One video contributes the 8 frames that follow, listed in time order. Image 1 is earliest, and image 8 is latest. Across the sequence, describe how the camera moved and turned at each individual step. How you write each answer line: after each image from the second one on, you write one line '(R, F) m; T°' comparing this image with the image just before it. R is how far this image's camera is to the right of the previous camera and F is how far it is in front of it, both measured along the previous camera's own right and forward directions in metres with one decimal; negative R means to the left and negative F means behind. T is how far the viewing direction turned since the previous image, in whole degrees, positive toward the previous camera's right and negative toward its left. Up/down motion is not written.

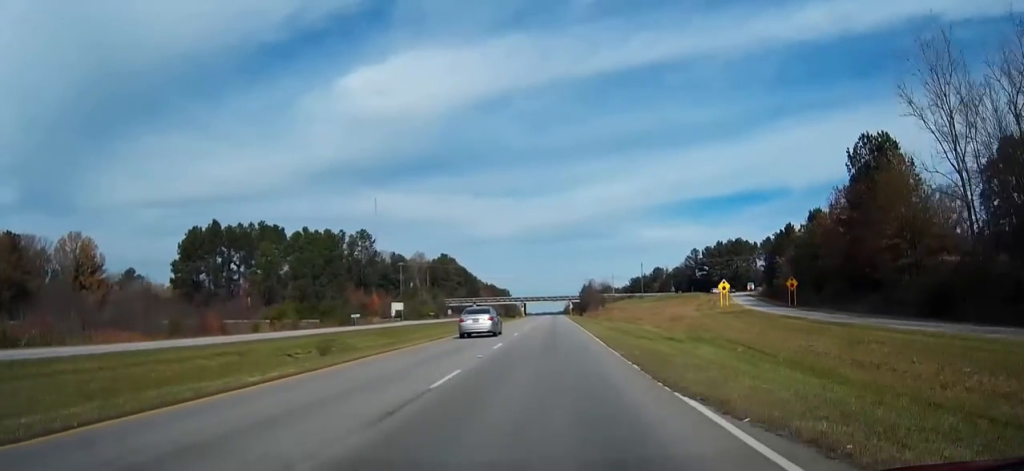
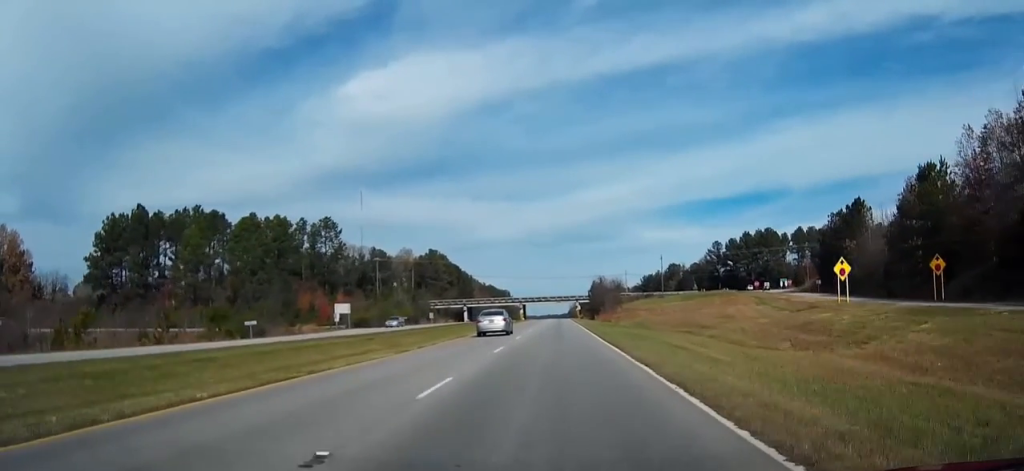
(+0.1, +37.6) m; 0°
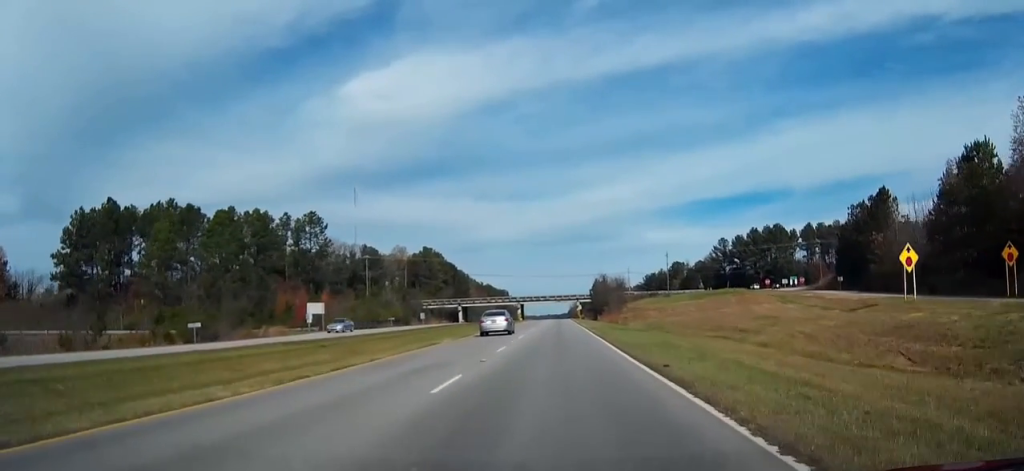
(-0.1, +11.2) m; 0°
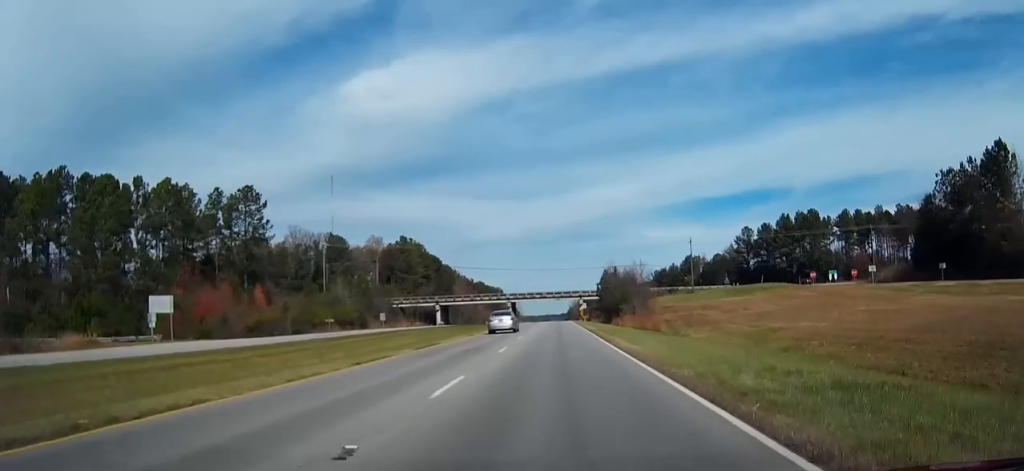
(+0.2, +37.0) m; 0°
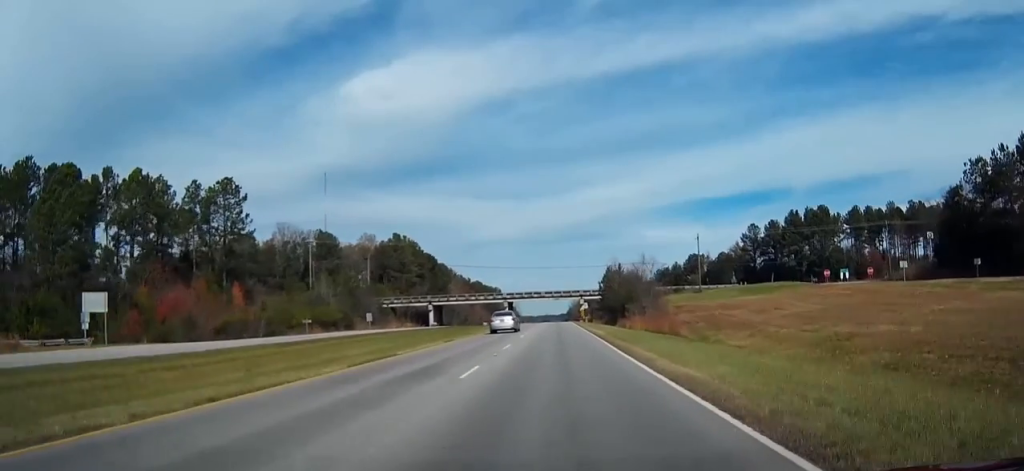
(0.0, +9.1) m; 0°
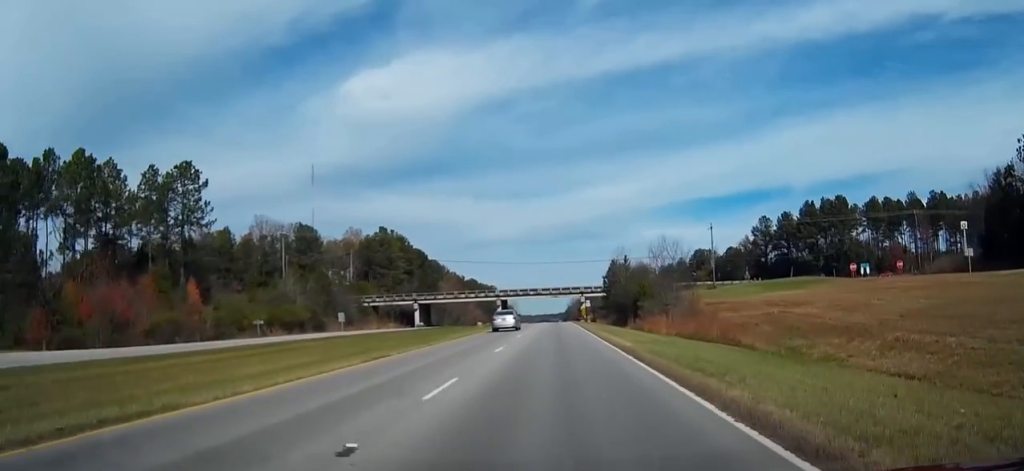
(0.0, +15.2) m; 0°
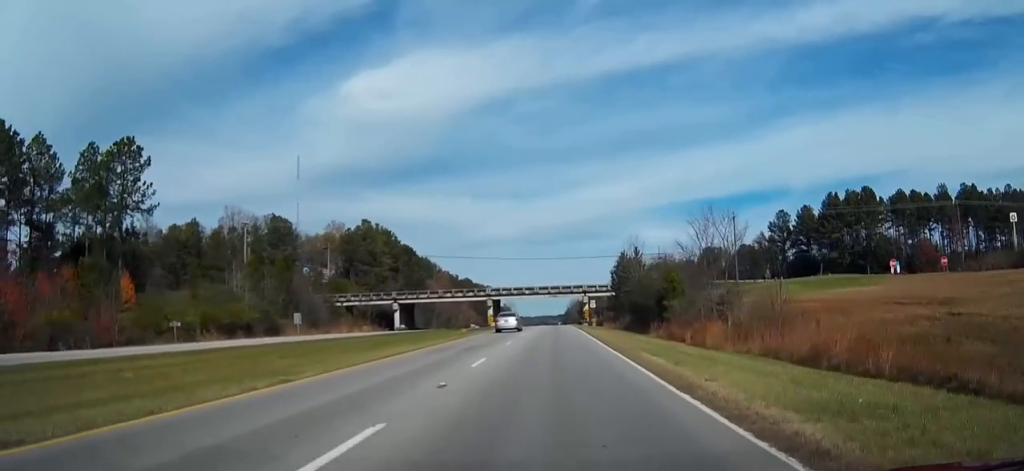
(0.0, +18.3) m; 0°
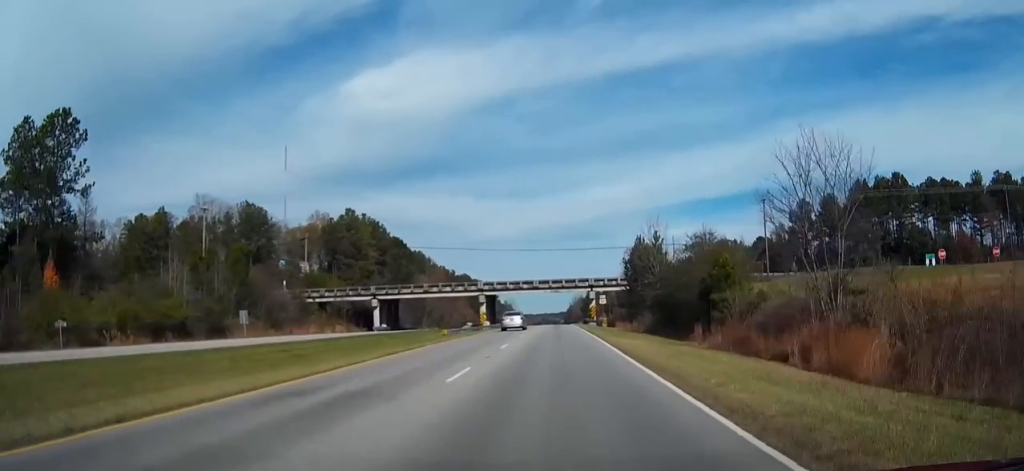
(0.0, +16.8) m; 0°
